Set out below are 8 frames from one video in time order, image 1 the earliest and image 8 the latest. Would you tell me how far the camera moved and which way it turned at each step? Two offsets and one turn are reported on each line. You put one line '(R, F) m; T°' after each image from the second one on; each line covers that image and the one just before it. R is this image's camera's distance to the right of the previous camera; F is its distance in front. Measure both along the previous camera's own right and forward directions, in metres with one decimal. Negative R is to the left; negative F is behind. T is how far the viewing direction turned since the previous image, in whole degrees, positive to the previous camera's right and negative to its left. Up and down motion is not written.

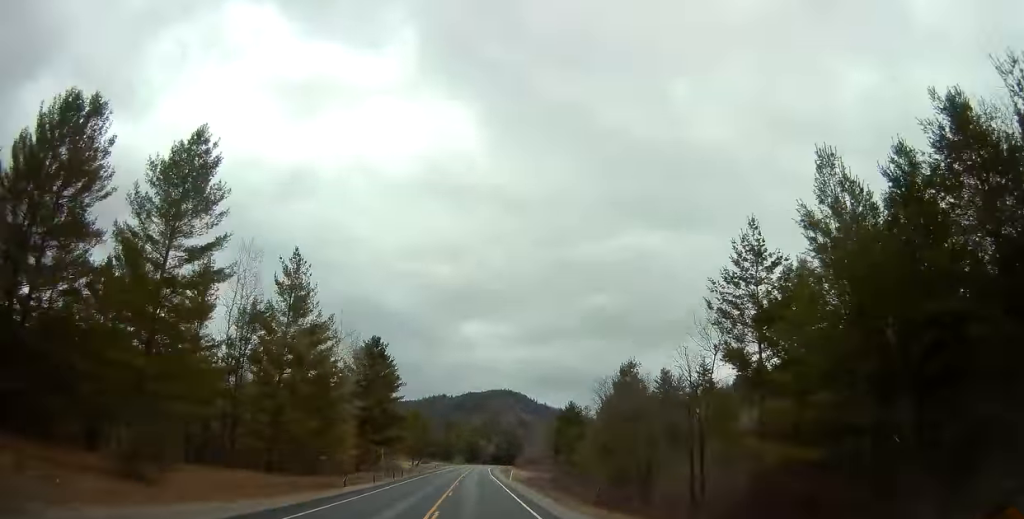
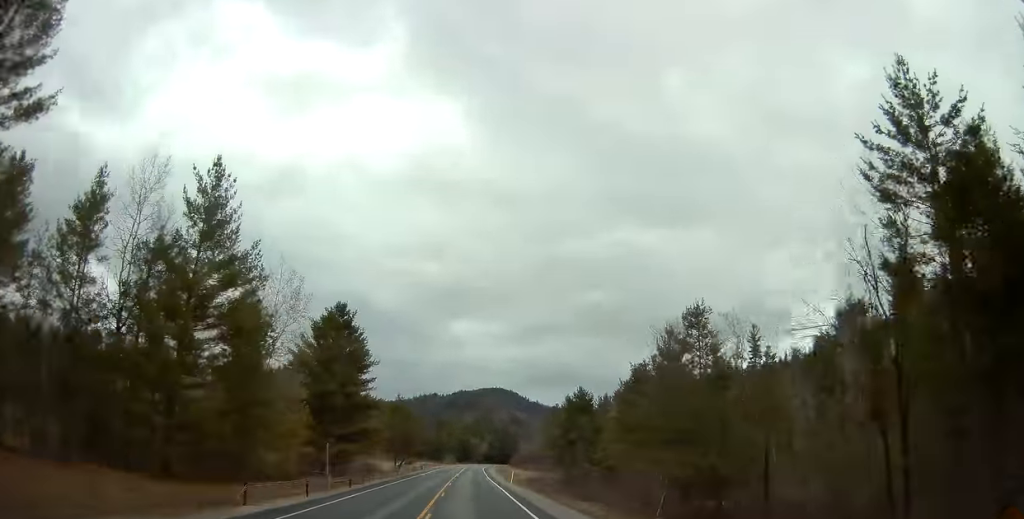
(0.0, +14.2) m; 0°
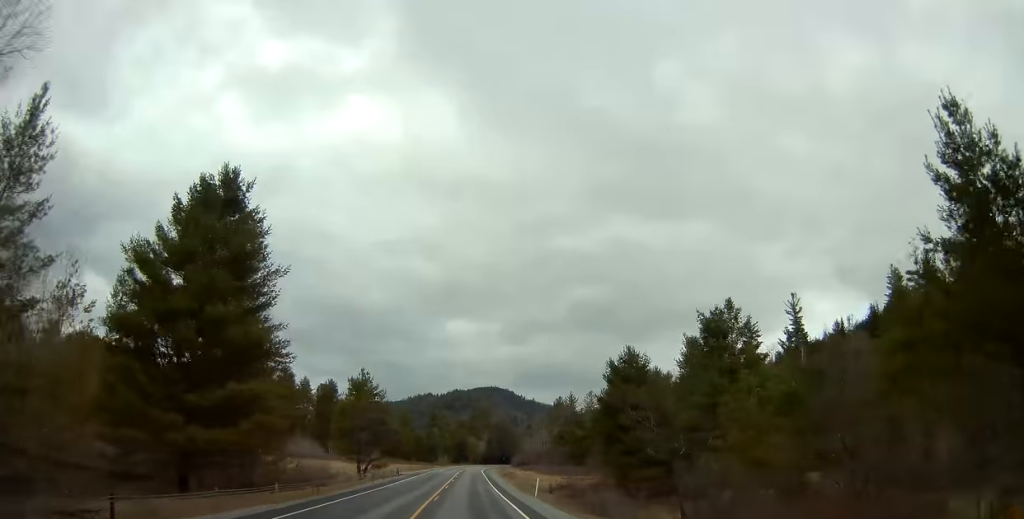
(0.0, +25.8) m; +1°
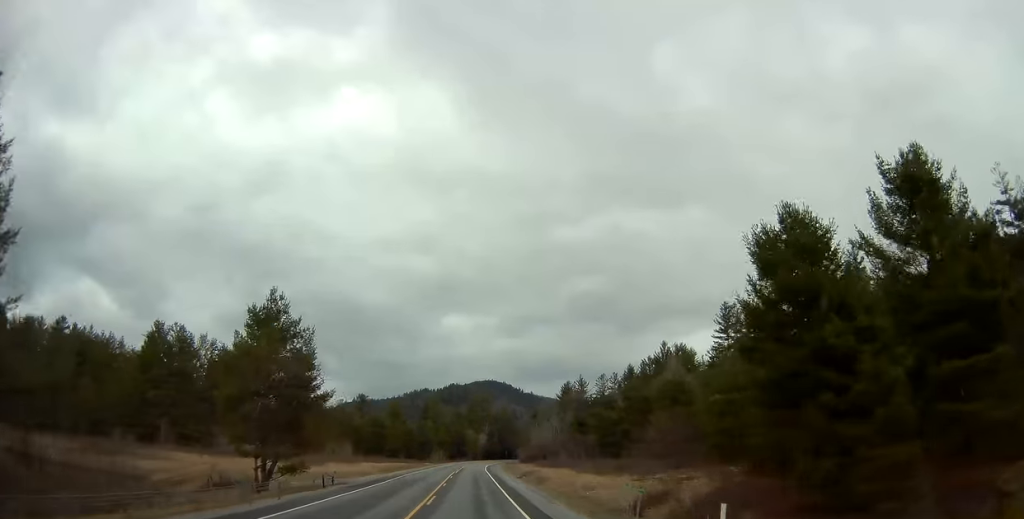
(+0.4, +28.4) m; +1°
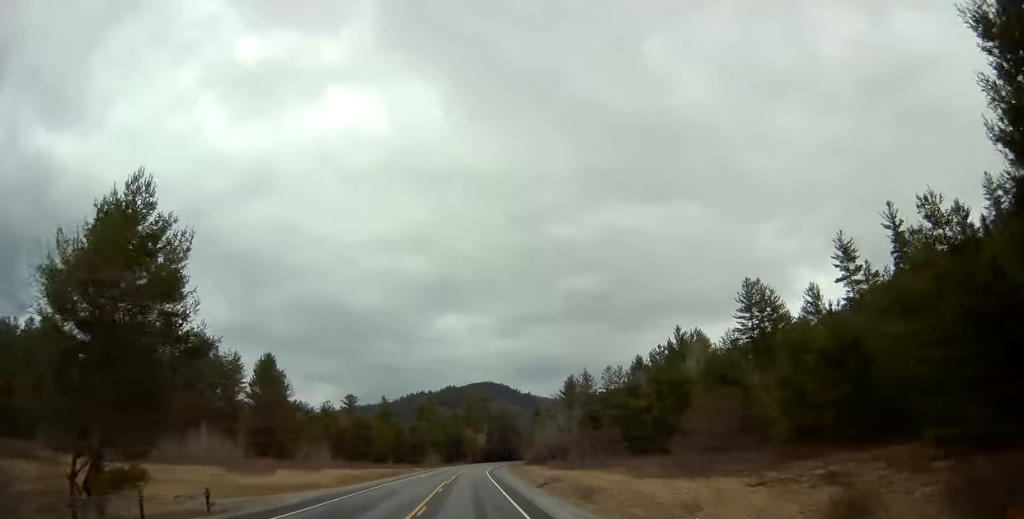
(+0.2, +15.9) m; +1°
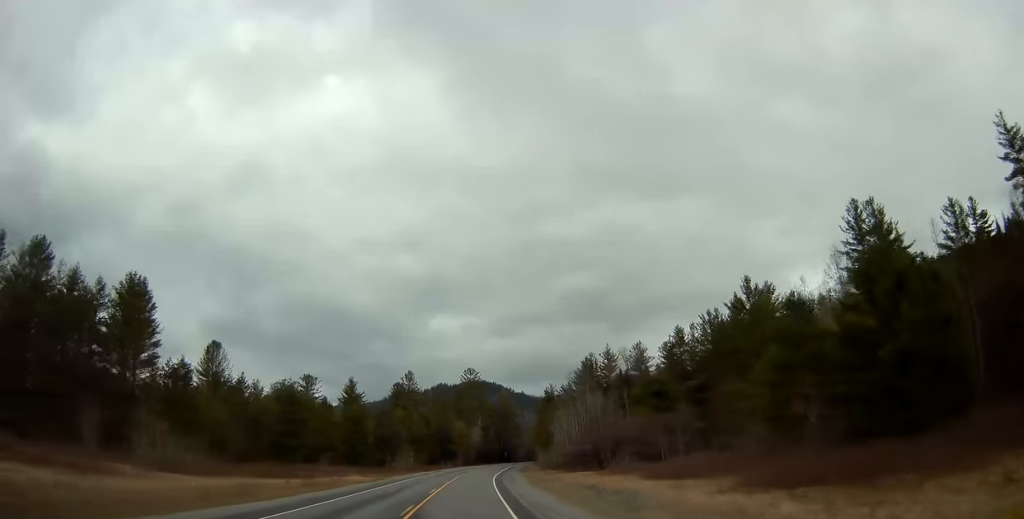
(+0.1, +45.3) m; 0°
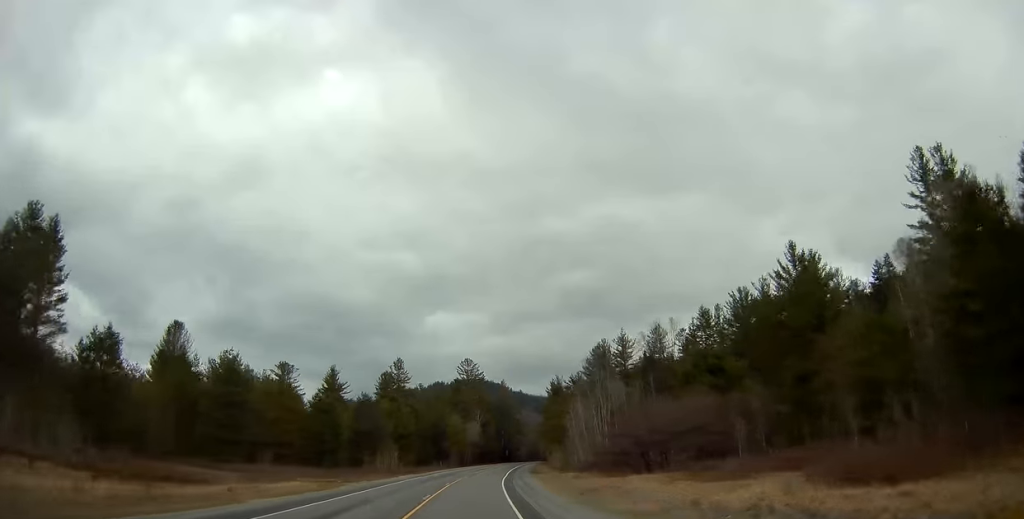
(-0.2, +19.2) m; 0°
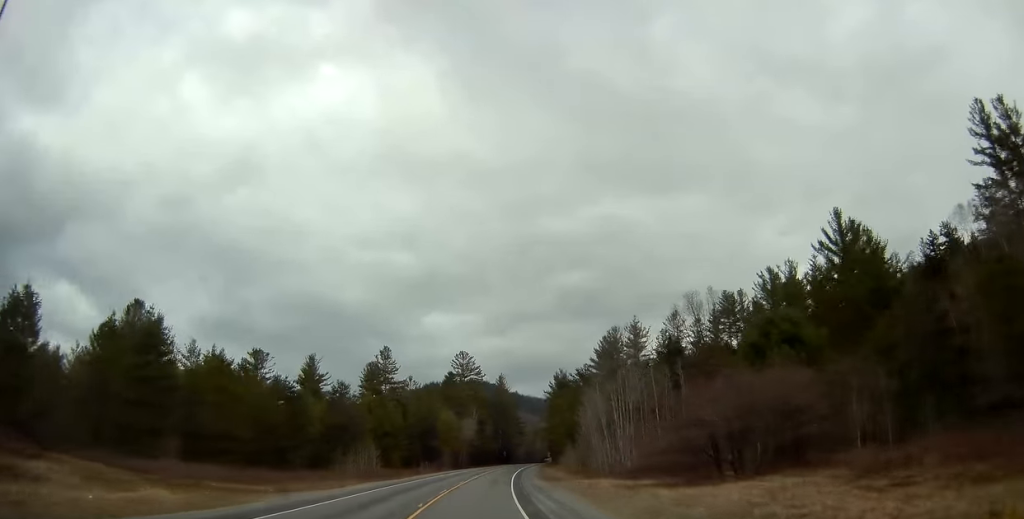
(0.0, +15.6) m; +1°
